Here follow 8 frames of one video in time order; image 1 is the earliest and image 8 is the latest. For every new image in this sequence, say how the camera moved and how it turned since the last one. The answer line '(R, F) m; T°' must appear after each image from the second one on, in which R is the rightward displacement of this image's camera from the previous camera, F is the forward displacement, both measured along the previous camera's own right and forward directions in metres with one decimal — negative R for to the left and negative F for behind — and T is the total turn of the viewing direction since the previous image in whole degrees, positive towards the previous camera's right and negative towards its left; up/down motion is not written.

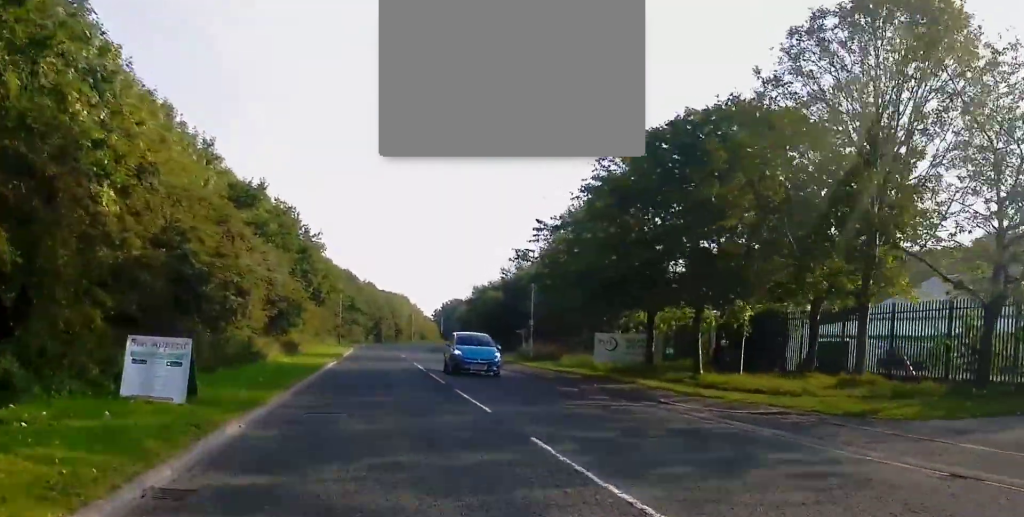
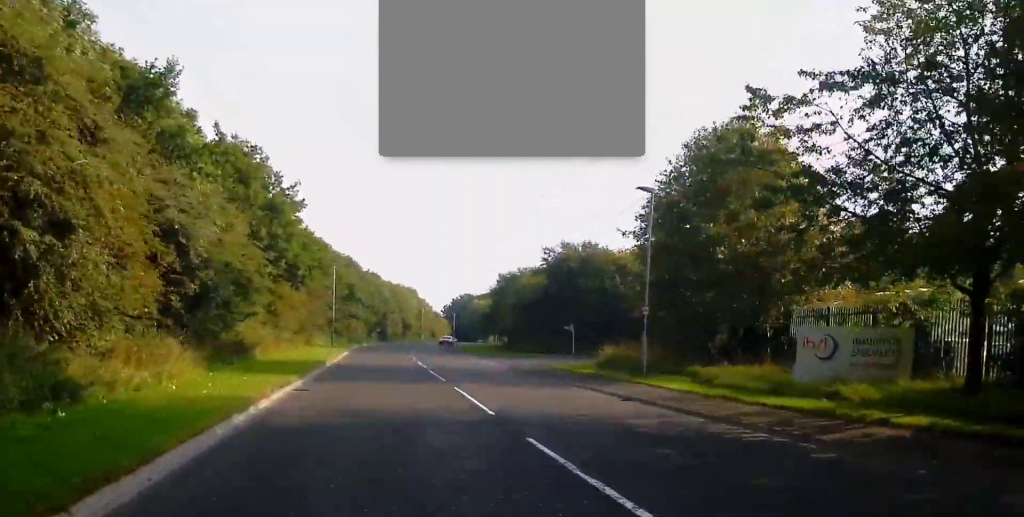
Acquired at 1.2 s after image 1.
(-0.1, +17.9) m; 0°
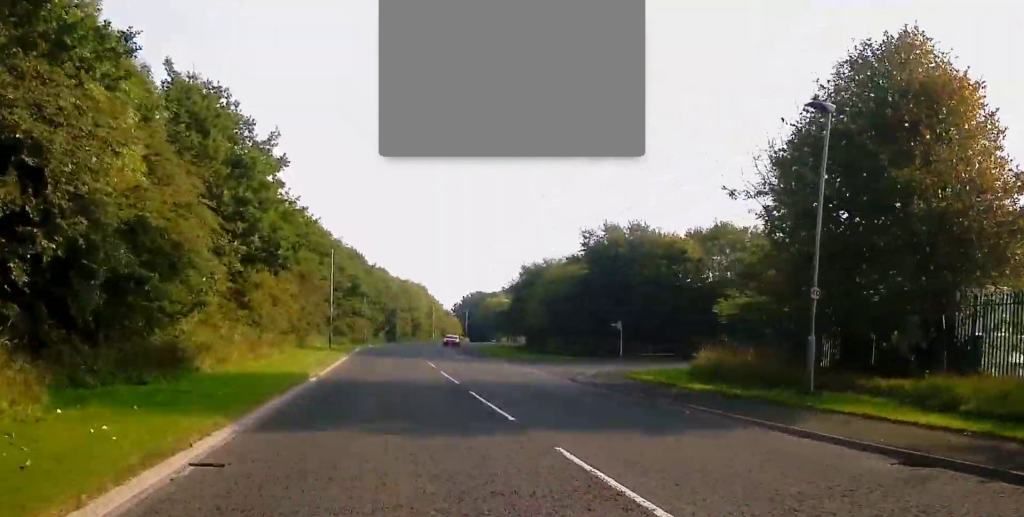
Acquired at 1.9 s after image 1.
(+0.1, +9.8) m; 0°
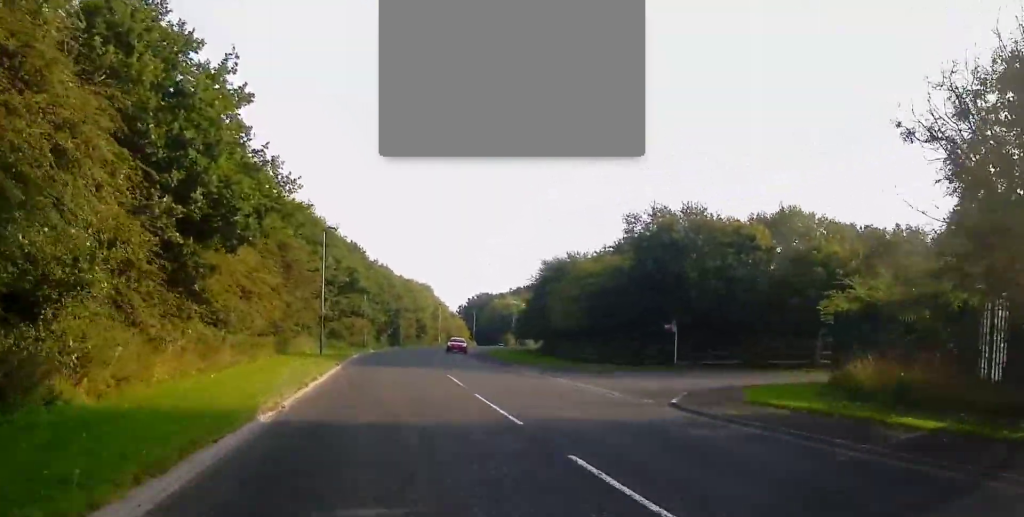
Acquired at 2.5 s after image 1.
(+0.2, +8.7) m; 0°
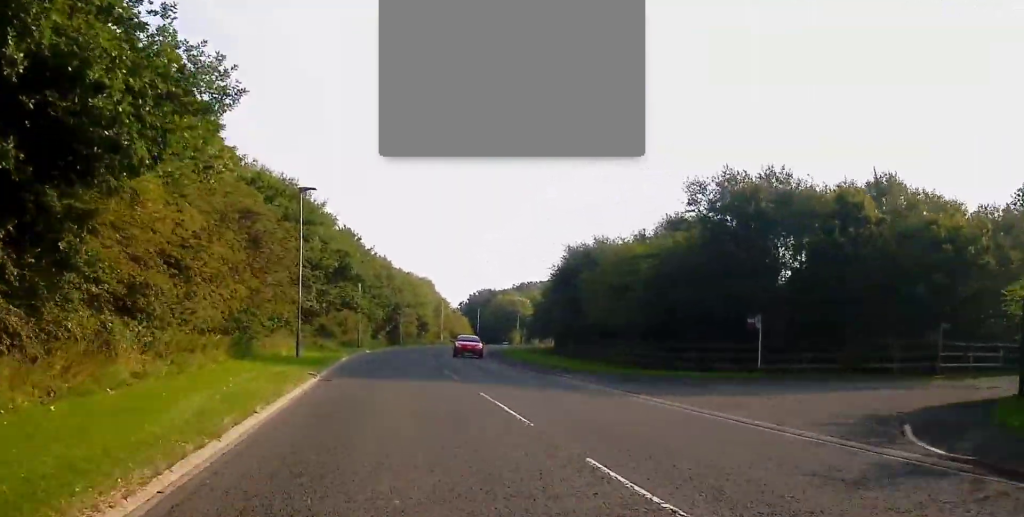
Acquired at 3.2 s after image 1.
(-0.3, +9.3) m; -1°
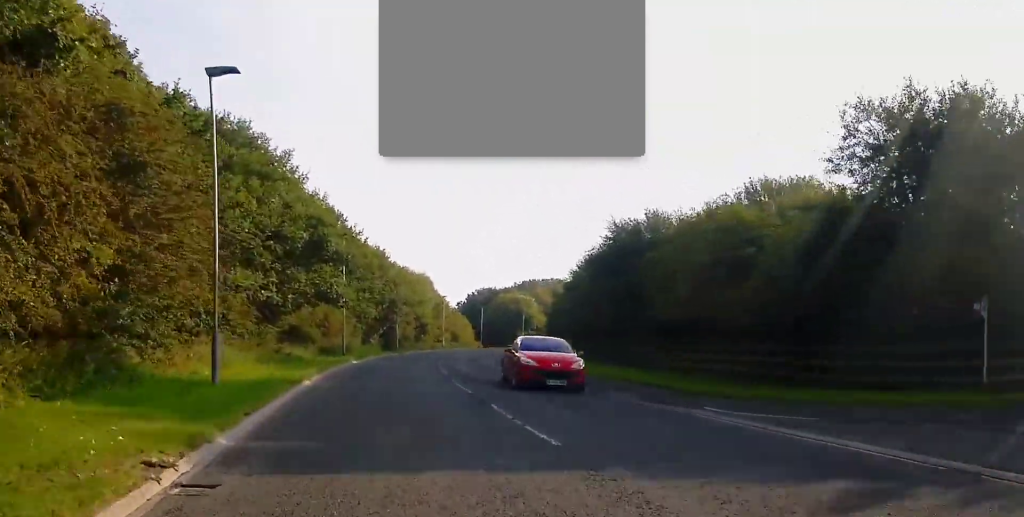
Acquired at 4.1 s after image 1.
(0.0, +13.4) m; +1°
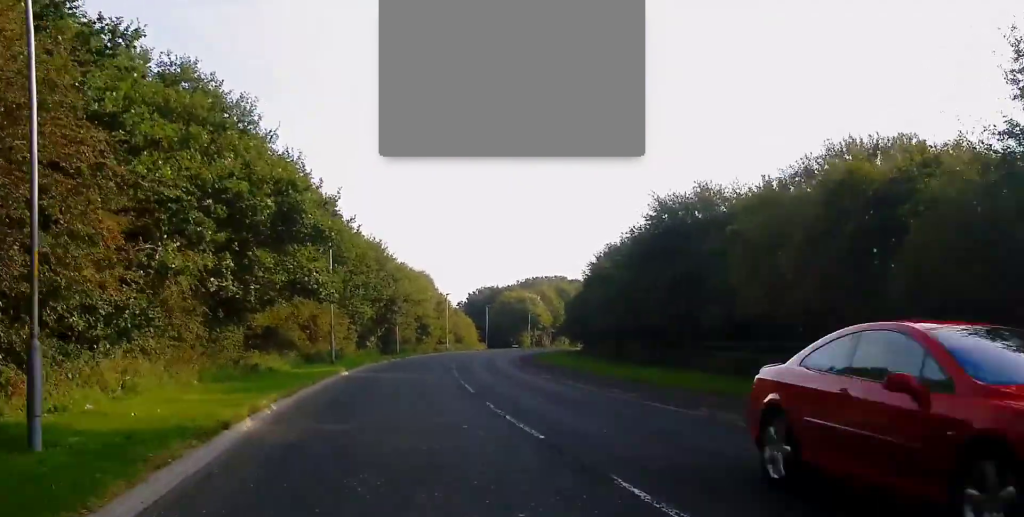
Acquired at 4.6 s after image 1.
(0.0, +8.1) m; +1°
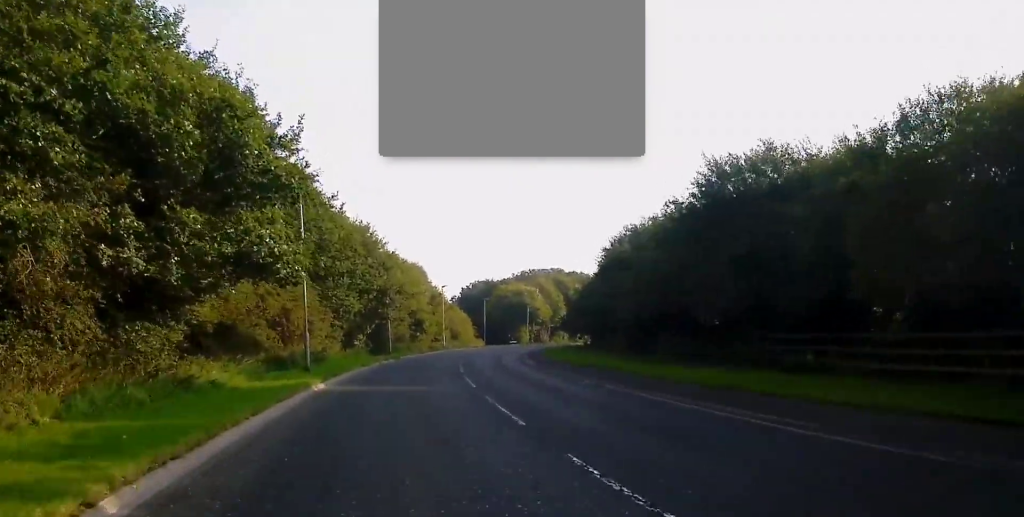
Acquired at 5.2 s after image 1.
(+0.1, +7.5) m; +1°
